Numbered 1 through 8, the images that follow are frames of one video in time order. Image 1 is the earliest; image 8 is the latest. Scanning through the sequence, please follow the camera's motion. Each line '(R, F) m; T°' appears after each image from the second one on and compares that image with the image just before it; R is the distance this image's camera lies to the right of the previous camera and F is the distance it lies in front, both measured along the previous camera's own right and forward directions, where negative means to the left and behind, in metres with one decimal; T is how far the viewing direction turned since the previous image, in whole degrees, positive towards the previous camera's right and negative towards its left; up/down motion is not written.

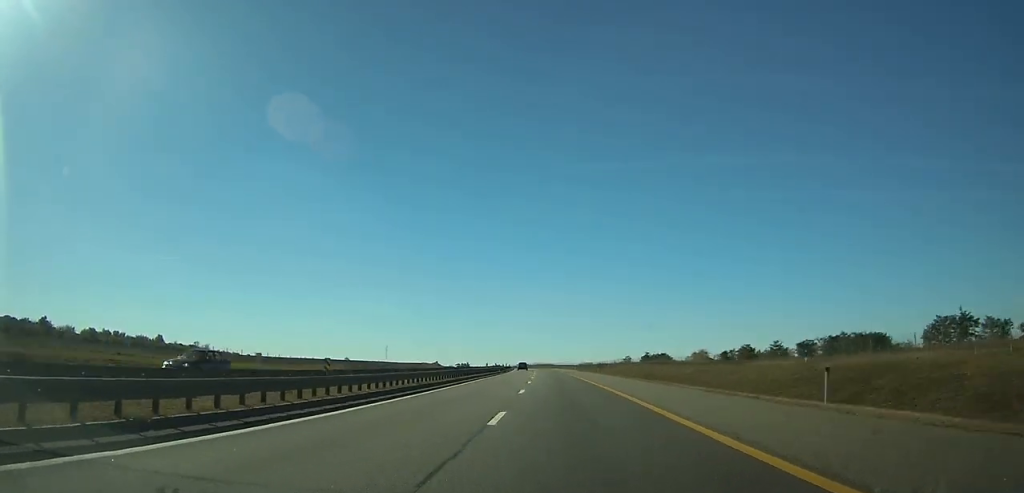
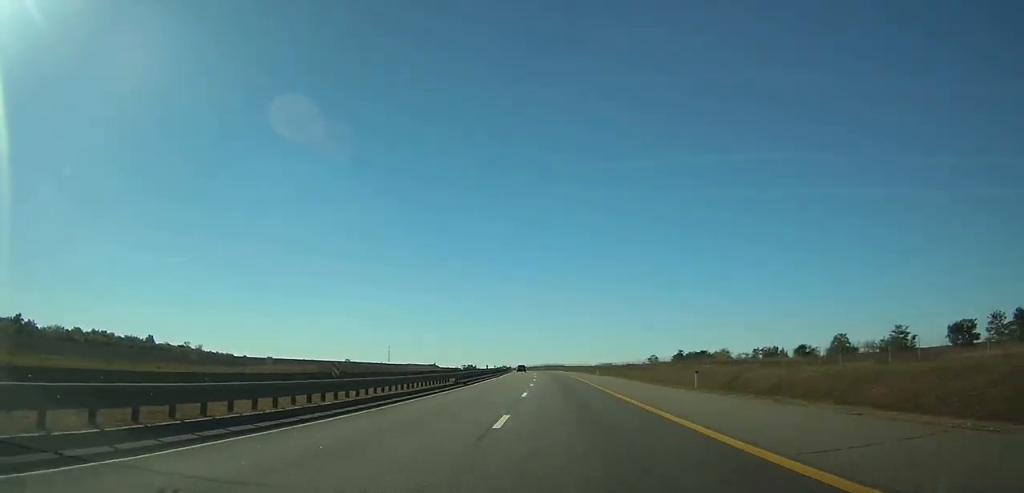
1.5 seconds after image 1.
(-0.4, +46.9) m; -1°
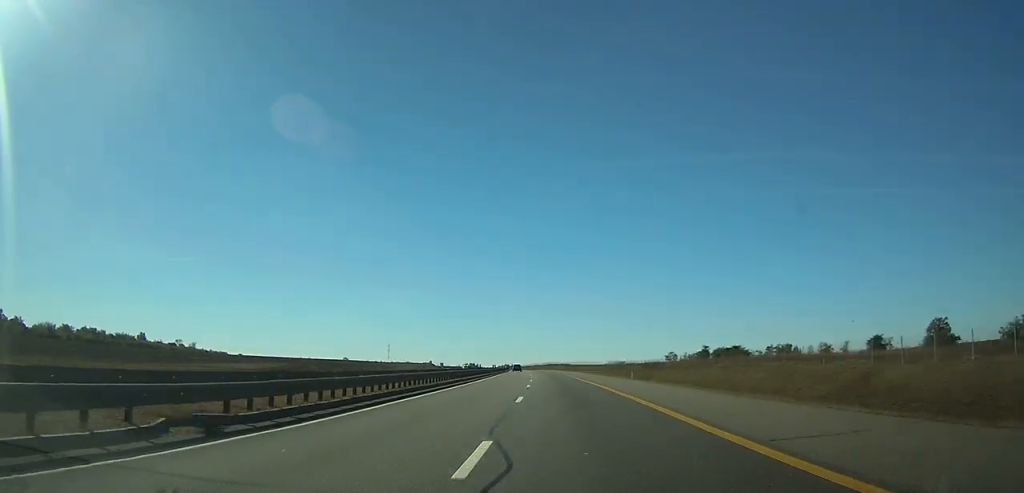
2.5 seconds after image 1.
(0.0, +28.5) m; 0°
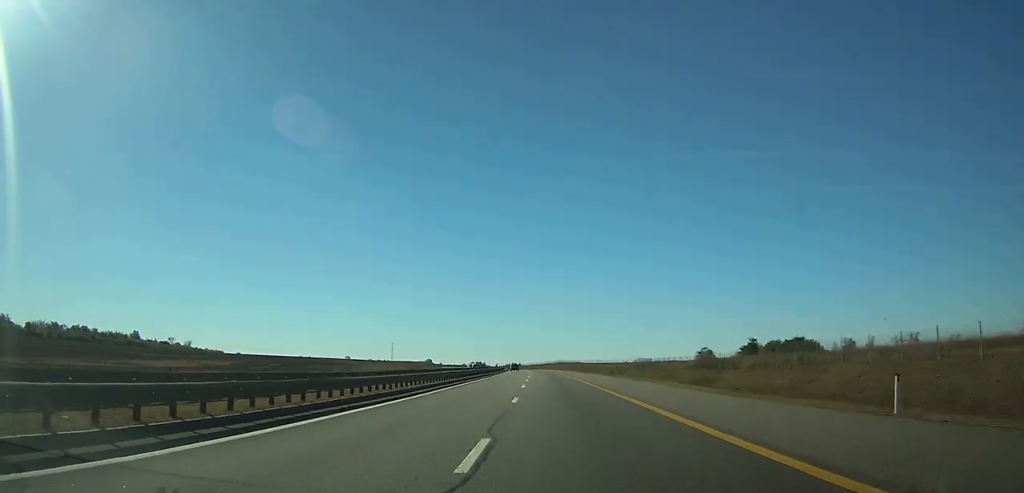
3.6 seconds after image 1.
(-0.3, +34.7) m; -1°
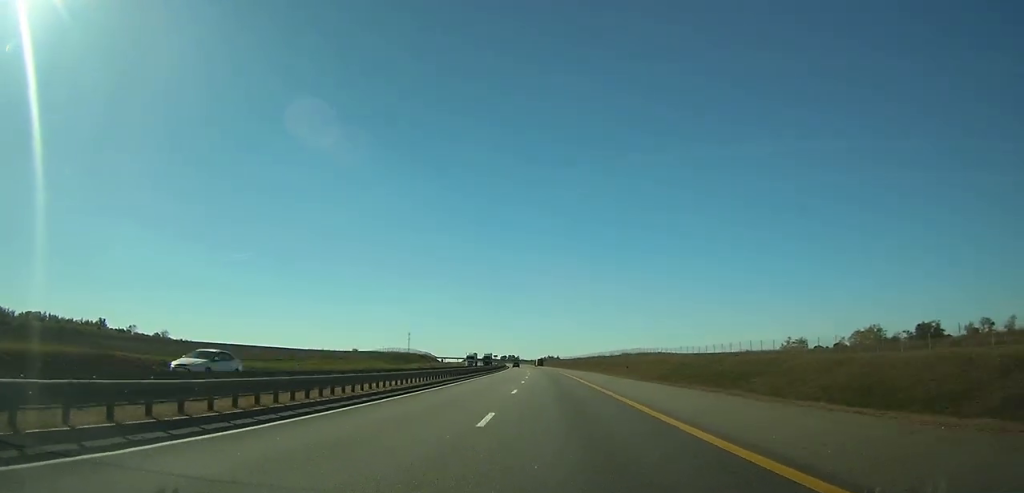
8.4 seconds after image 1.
(-5.4, +148.0) m; -5°
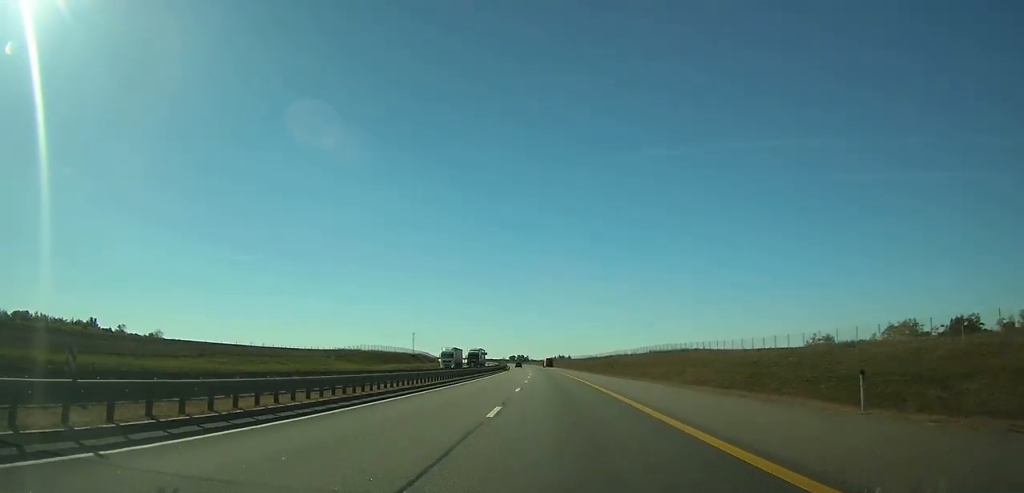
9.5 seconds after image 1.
(-0.4, +33.3) m; -1°
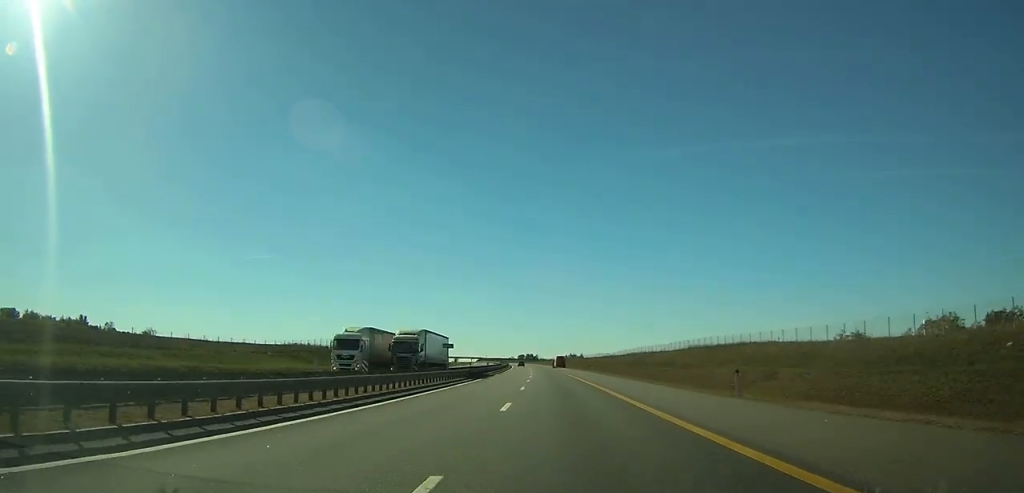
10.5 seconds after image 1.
(0.0, +33.4) m; -1°
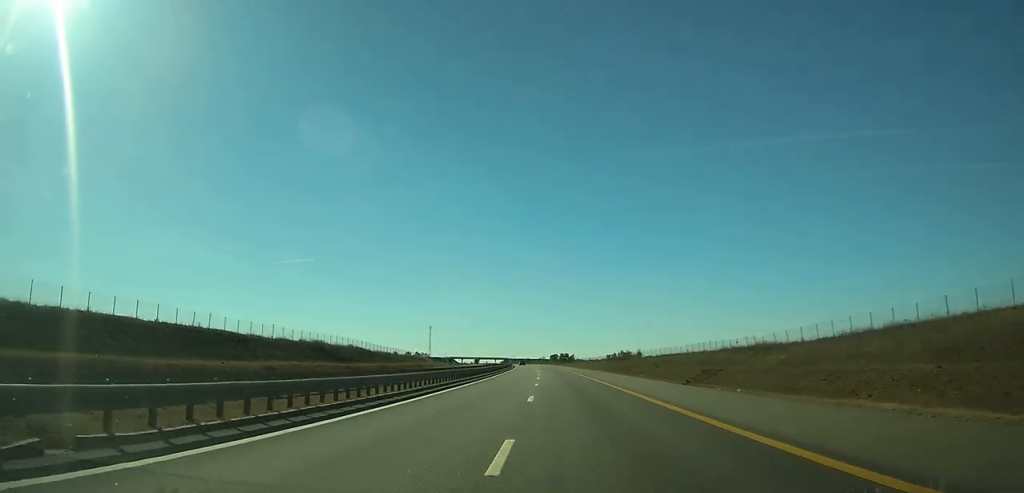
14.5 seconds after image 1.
(-3.7, +126.5) m; -3°
